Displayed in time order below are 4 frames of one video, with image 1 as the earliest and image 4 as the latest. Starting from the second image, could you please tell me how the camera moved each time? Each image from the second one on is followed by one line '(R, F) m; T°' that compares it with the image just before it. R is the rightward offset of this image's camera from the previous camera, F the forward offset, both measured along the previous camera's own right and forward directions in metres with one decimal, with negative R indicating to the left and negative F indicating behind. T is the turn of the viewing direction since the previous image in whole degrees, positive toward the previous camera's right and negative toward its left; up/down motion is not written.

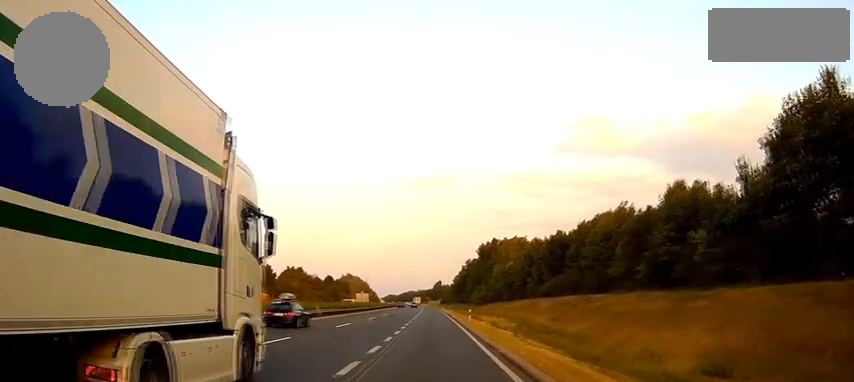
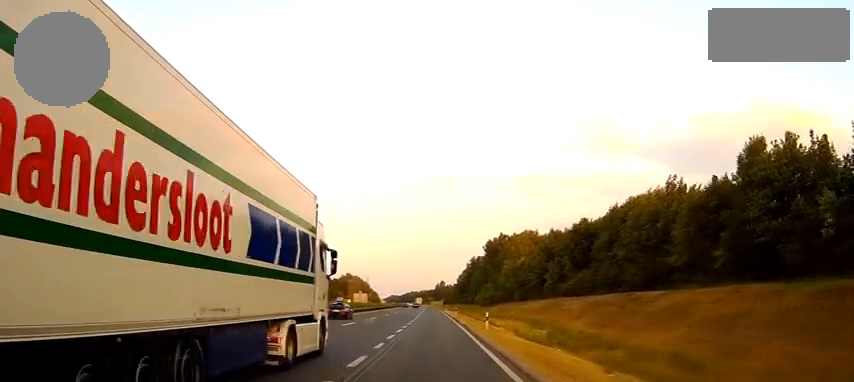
(-0.1, +15.6) m; 0°
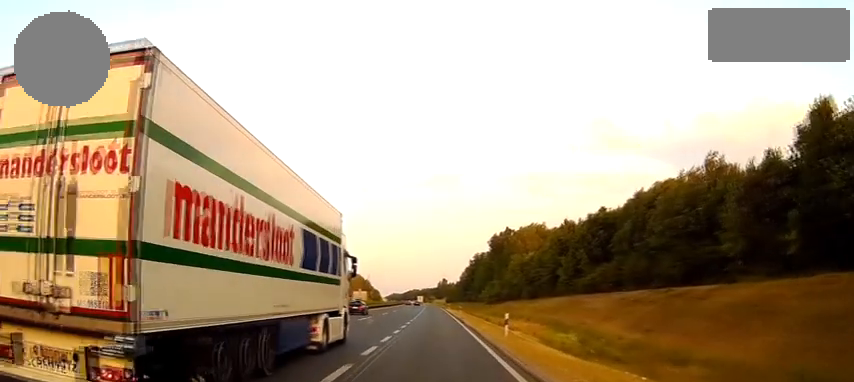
(0.0, +9.2) m; 0°
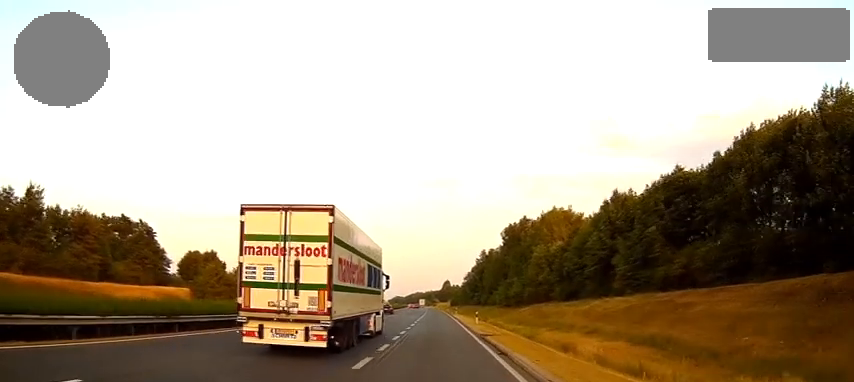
(+0.2, +26.6) m; 0°
